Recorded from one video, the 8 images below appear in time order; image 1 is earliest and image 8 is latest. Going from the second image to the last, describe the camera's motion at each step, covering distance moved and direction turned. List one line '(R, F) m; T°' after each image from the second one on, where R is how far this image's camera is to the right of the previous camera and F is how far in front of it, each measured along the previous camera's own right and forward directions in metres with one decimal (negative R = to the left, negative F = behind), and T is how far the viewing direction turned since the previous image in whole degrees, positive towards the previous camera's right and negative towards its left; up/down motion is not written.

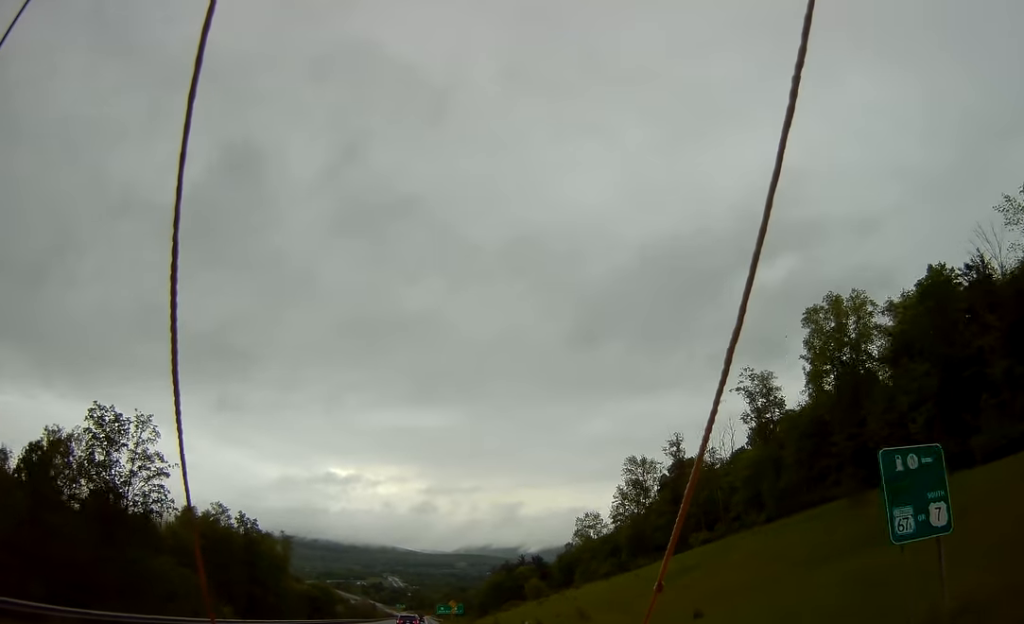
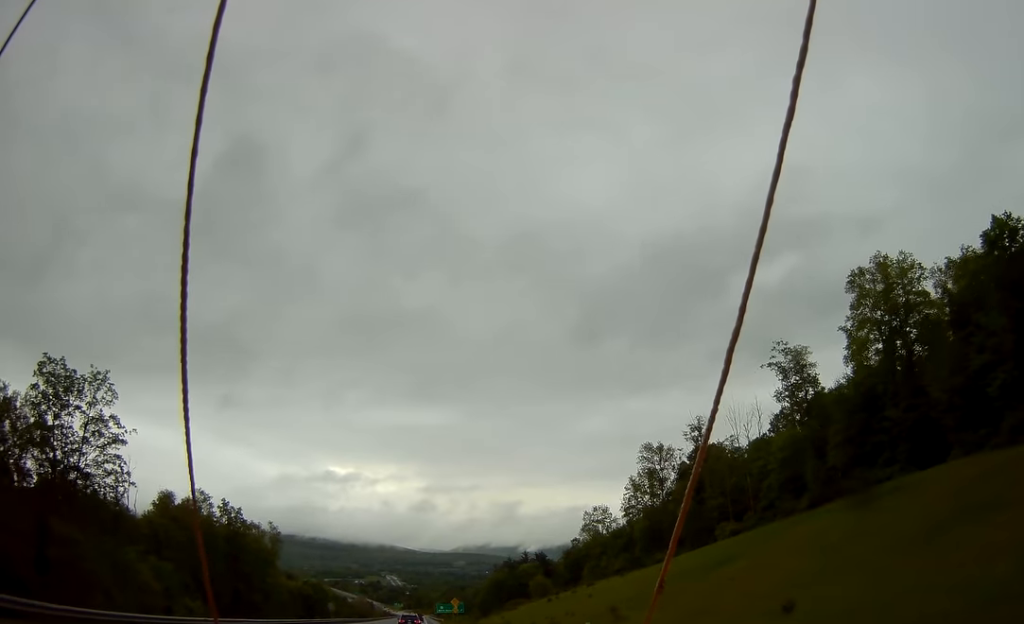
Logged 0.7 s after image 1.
(-0.1, +12.2) m; 0°
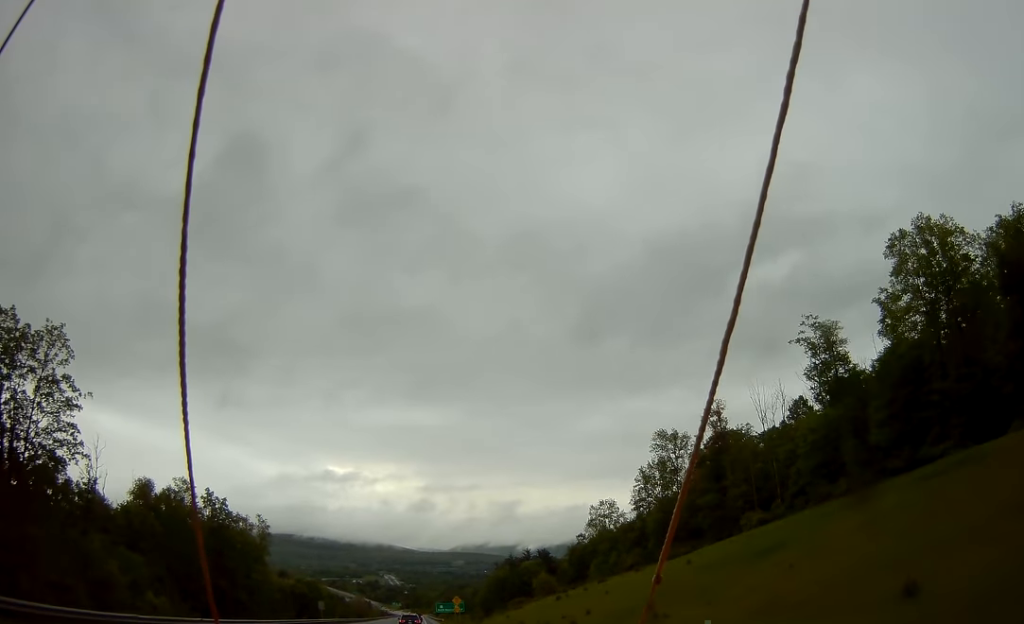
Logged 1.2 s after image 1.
(+0.2, +9.8) m; +1°
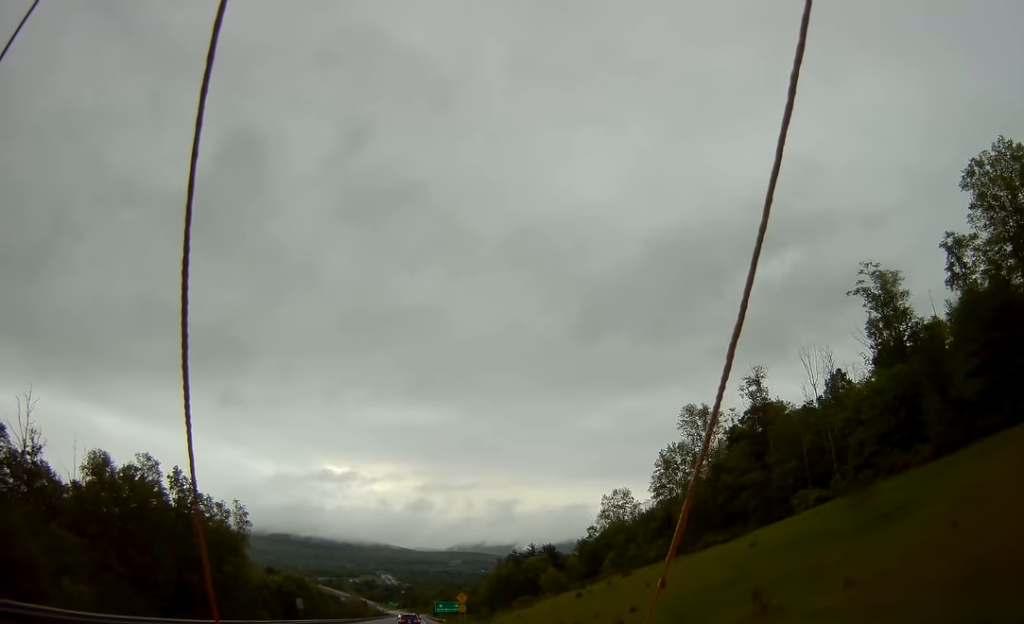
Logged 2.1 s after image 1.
(+0.1, +16.8) m; 0°
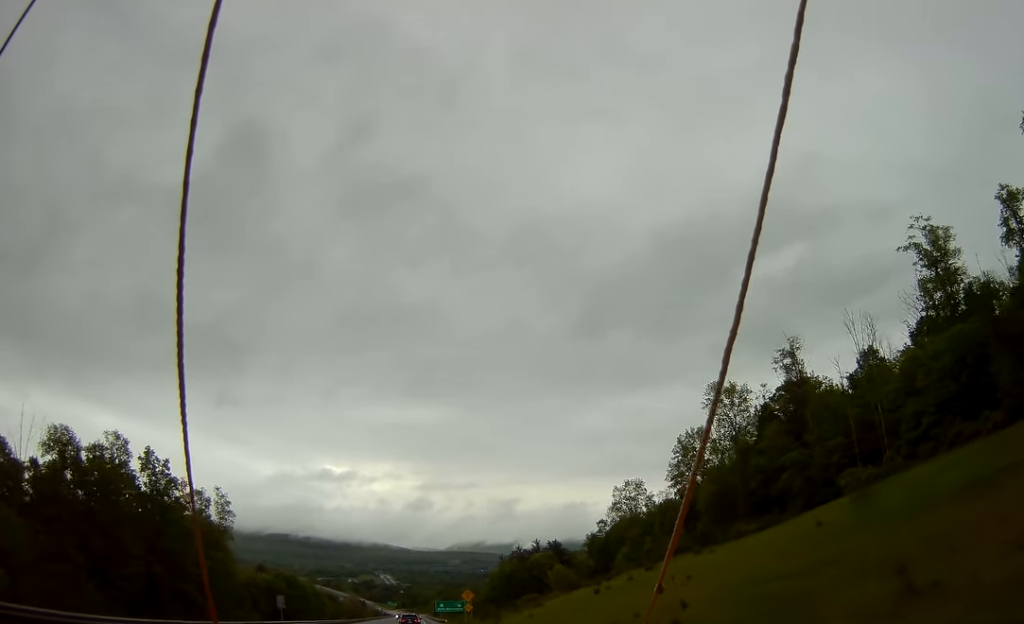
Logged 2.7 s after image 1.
(0.0, +12.0) m; 0°
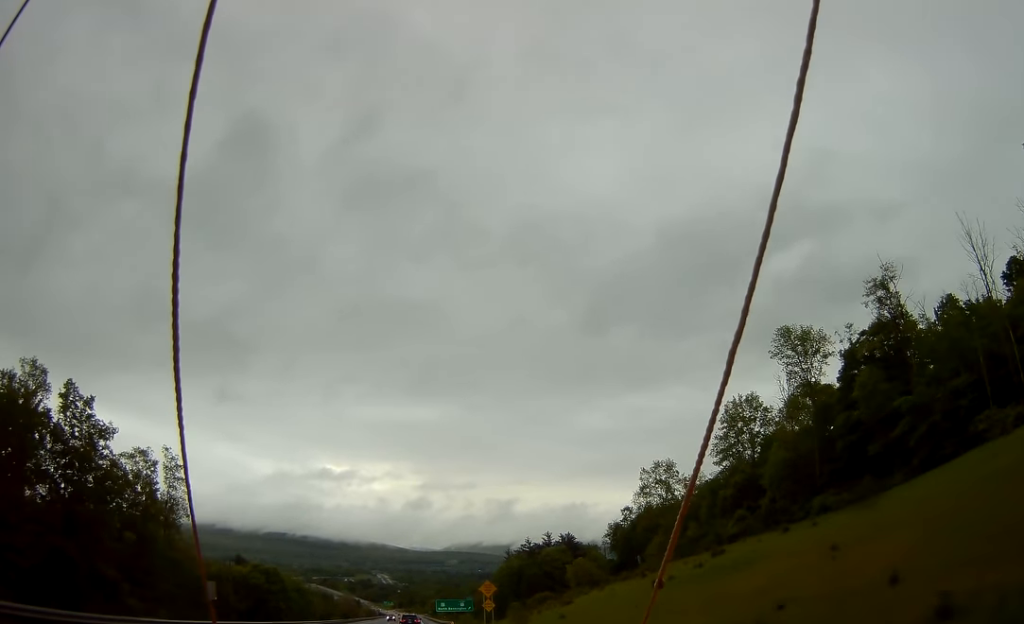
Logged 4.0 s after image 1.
(-0.1, +24.4) m; 0°
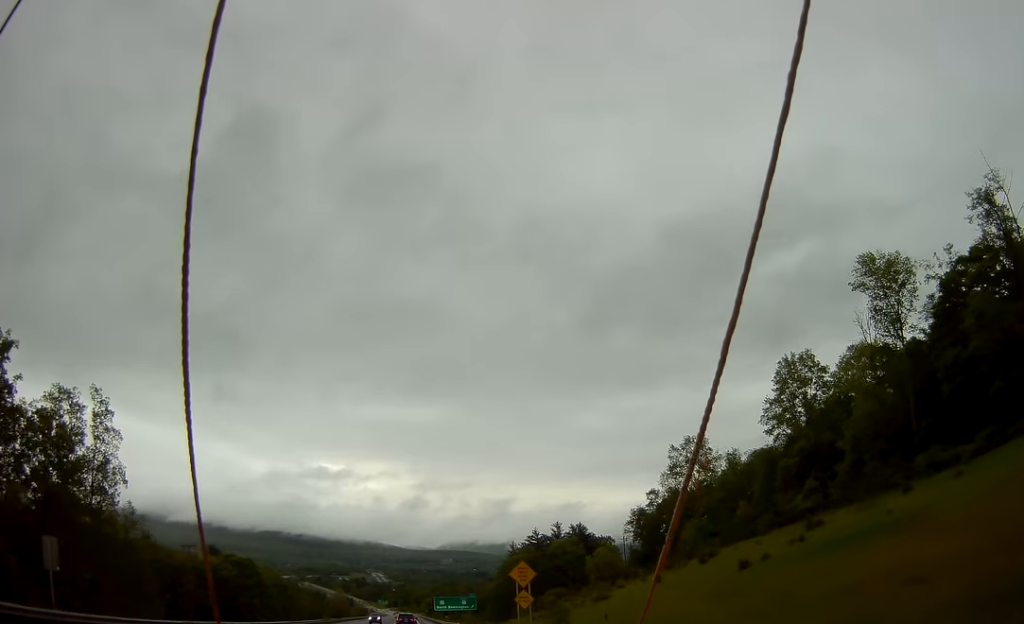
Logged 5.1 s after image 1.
(0.0, +21.4) m; 0°
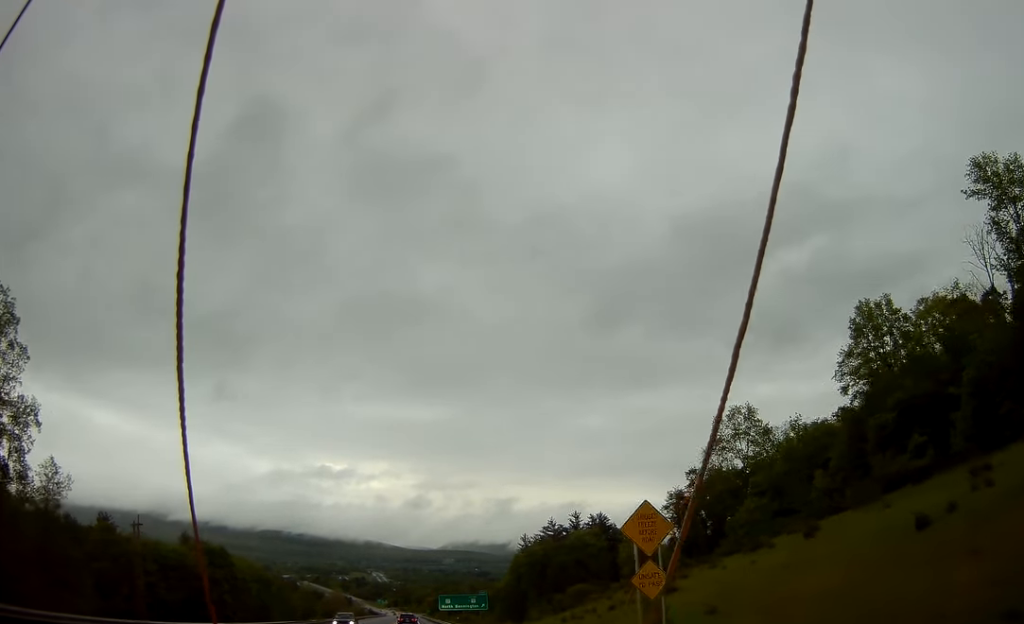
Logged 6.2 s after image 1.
(0.0, +21.0) m; +1°
